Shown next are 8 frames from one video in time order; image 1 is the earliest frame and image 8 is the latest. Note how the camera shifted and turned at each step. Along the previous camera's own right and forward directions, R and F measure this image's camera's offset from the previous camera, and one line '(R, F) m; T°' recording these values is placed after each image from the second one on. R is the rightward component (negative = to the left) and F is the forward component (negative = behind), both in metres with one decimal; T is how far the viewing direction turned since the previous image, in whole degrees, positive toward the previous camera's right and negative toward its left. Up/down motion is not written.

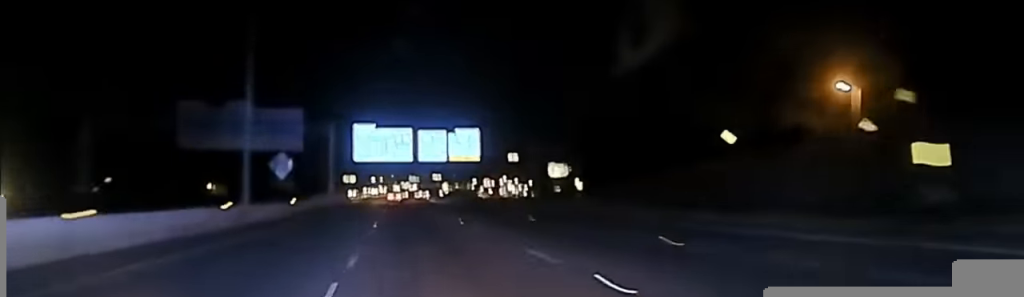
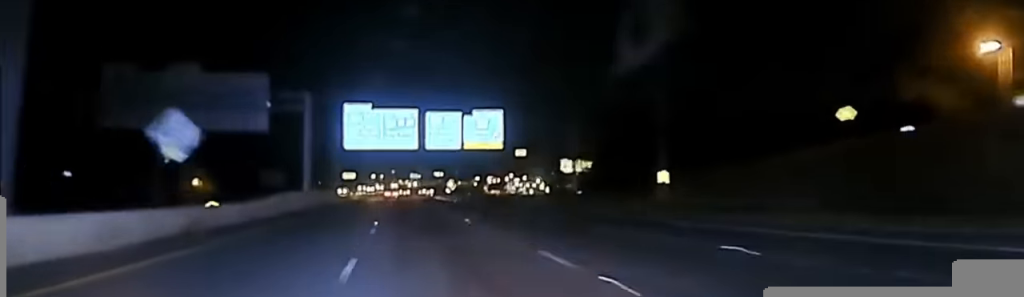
(-0.1, +23.3) m; 0°
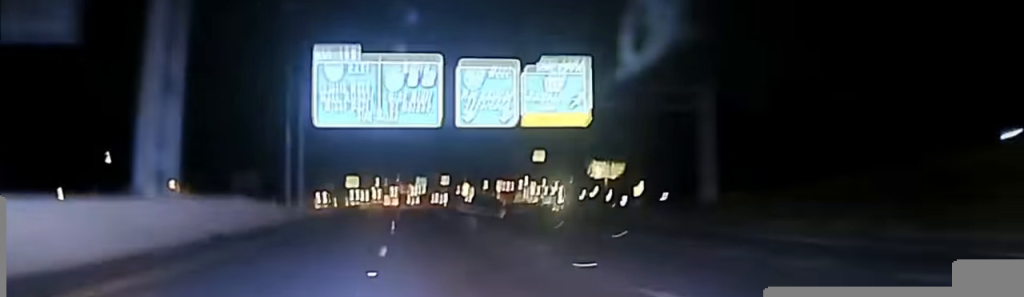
(-0.1, +36.1) m; 0°
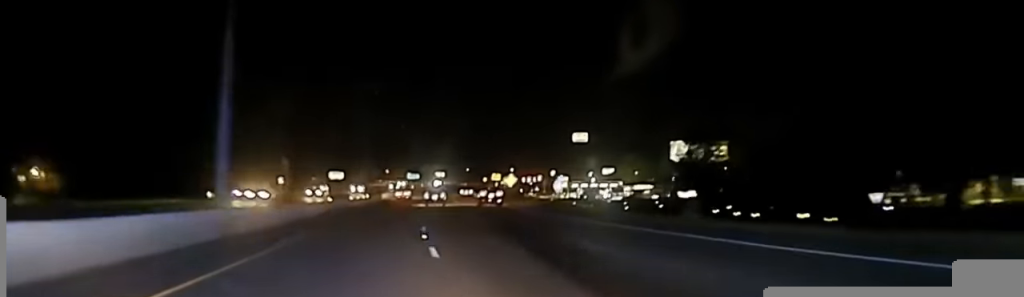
(+1.2, +113.2) m; +2°
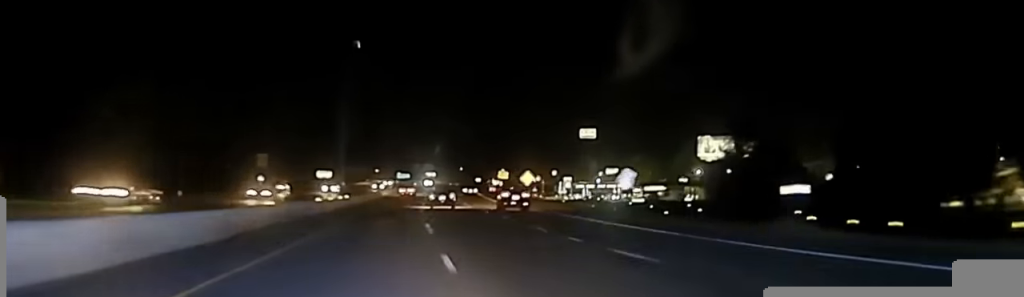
(+0.2, +30.4) m; +1°
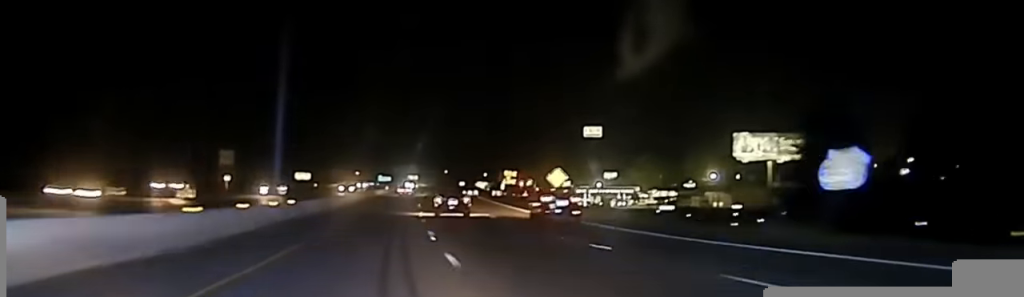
(+0.1, +36.2) m; +1°
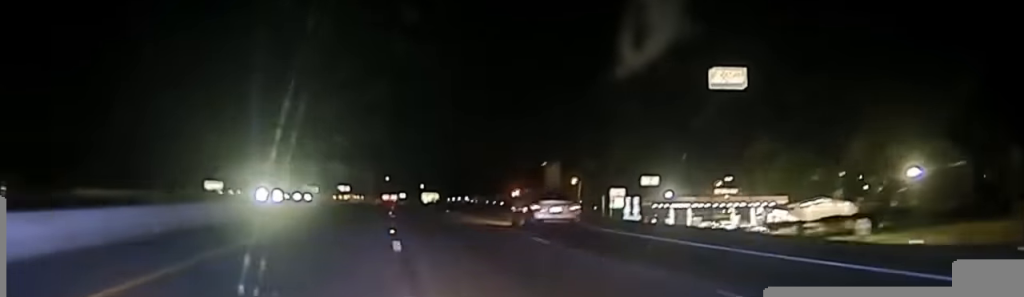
(+5.2, +146.0) m; +4°
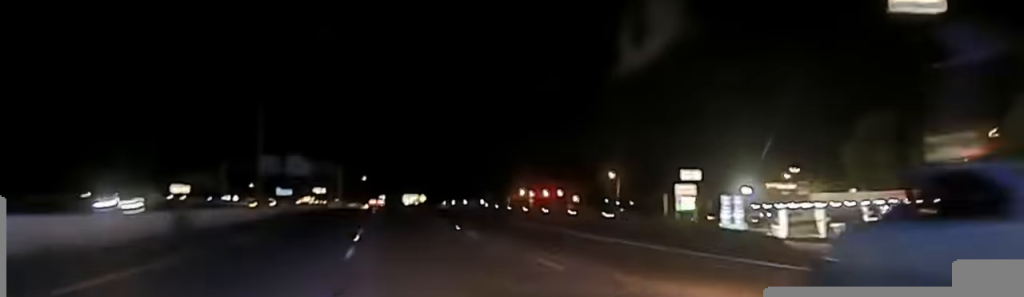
(+0.8, +48.8) m; +1°
